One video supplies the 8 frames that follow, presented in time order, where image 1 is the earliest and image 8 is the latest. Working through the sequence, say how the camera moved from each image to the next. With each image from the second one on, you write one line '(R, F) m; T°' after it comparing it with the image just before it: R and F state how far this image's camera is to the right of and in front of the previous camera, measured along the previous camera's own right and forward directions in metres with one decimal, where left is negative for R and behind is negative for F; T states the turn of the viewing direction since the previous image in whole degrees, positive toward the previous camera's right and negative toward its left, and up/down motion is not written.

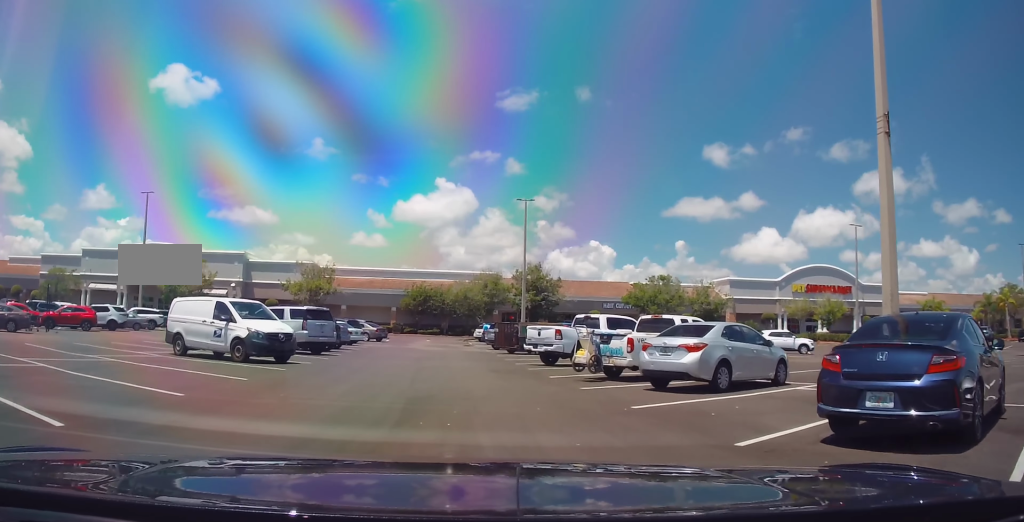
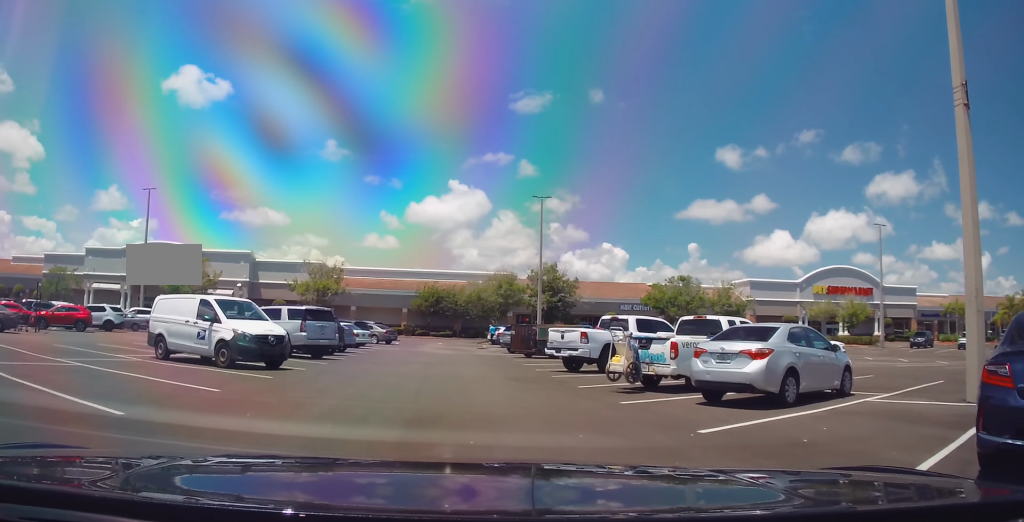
(0.0, +2.2) m; -1°
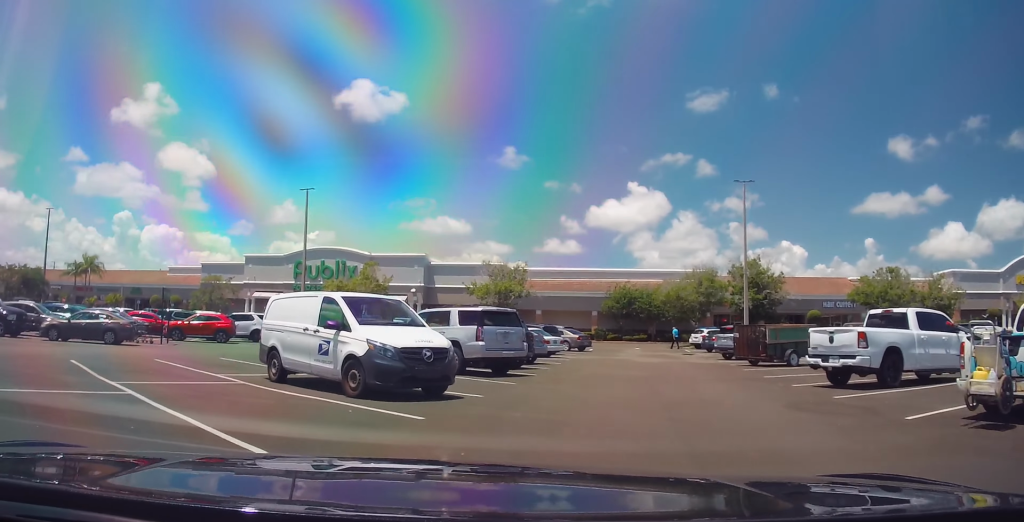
(-0.4, +5.2) m; -17°
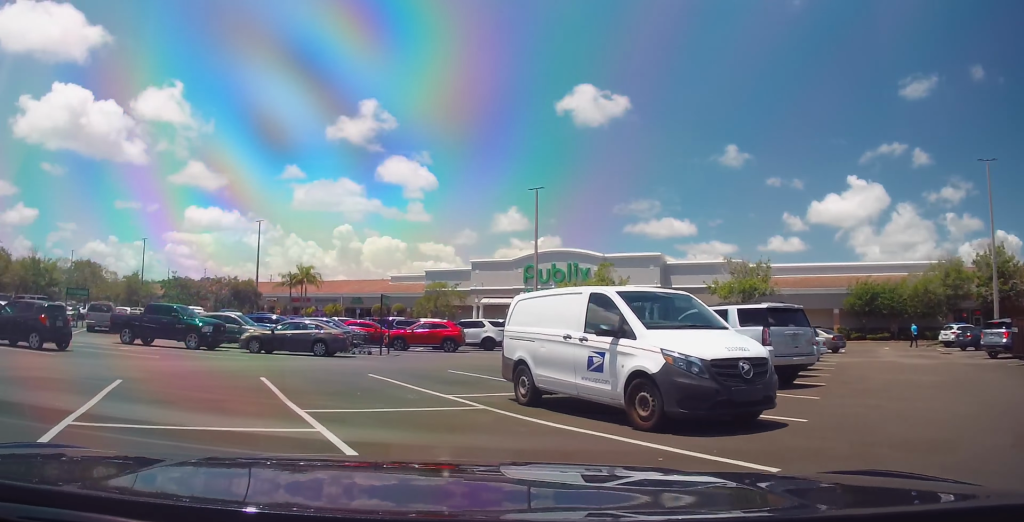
(-0.5, +2.9) m; -17°
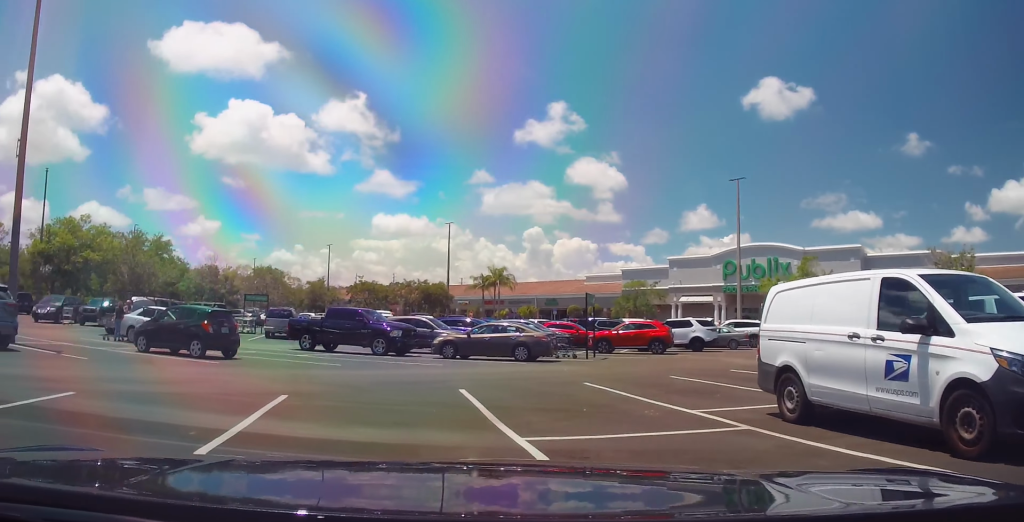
(-0.2, +2.4) m; -14°
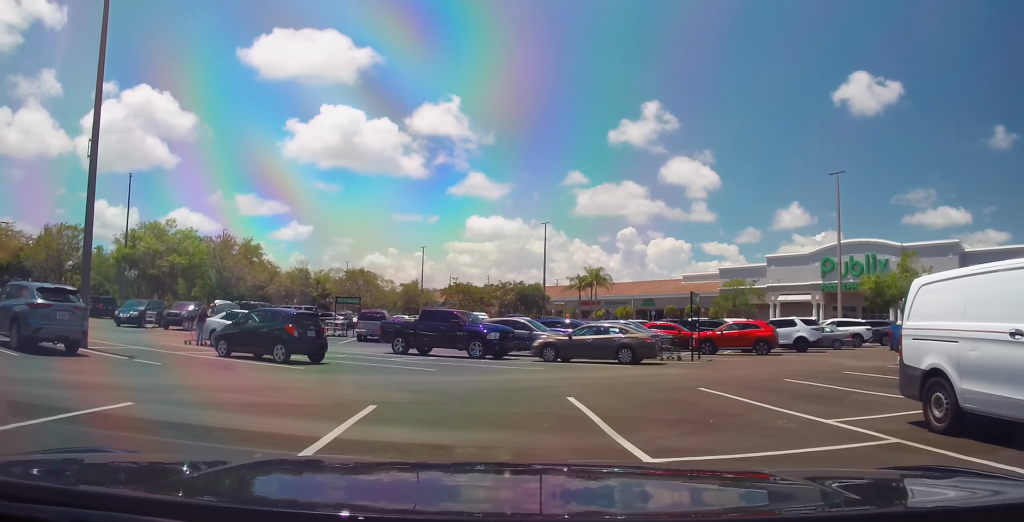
(-0.3, +1.3) m; -5°
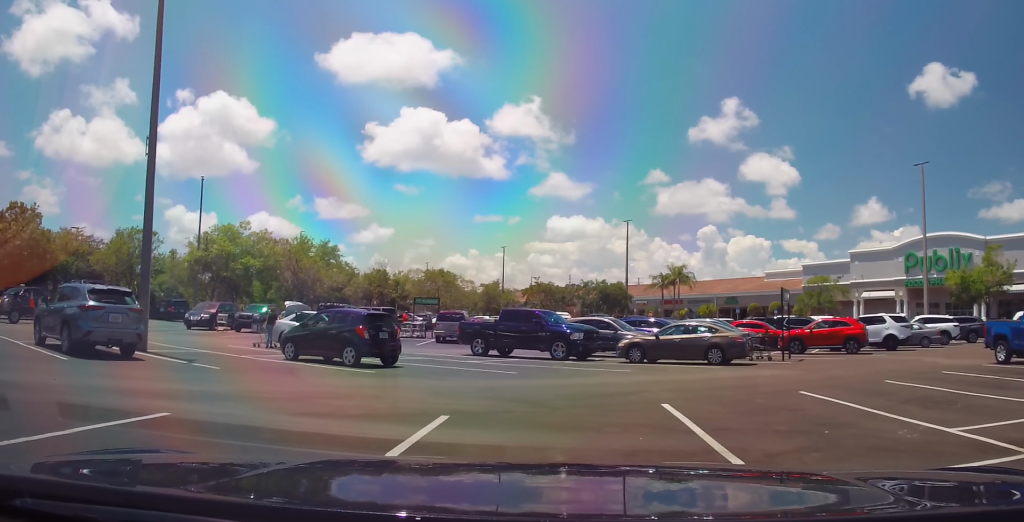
(-0.1, +2.0) m; -3°
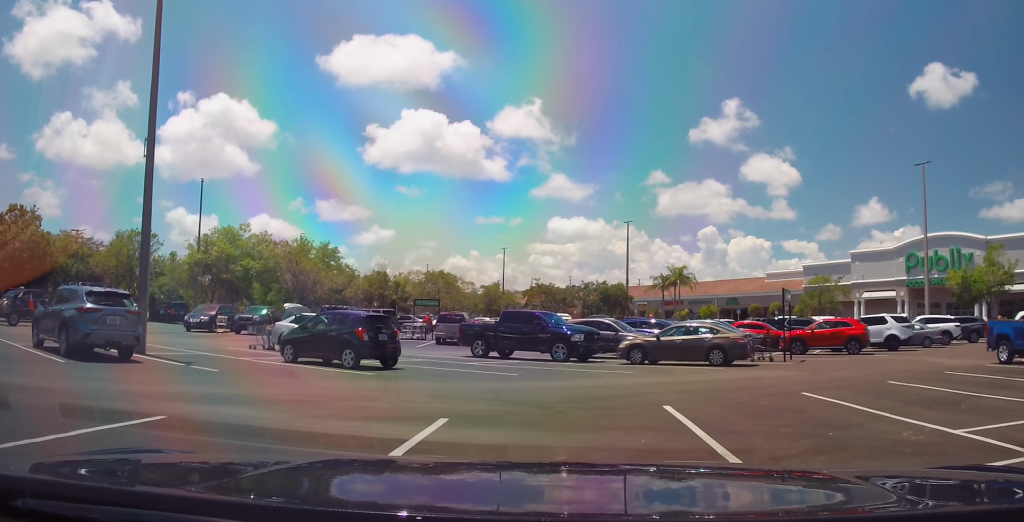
(+0.1, +0.7) m; 0°
